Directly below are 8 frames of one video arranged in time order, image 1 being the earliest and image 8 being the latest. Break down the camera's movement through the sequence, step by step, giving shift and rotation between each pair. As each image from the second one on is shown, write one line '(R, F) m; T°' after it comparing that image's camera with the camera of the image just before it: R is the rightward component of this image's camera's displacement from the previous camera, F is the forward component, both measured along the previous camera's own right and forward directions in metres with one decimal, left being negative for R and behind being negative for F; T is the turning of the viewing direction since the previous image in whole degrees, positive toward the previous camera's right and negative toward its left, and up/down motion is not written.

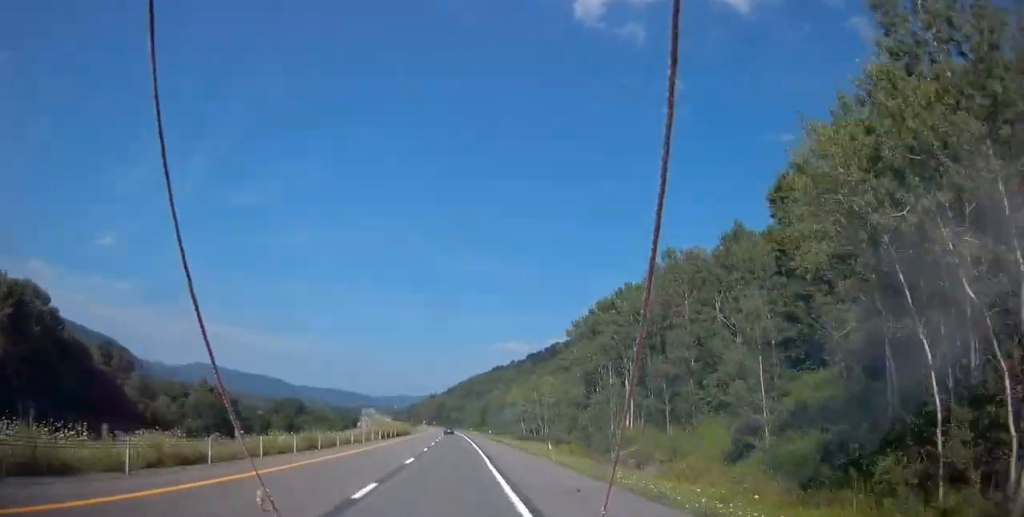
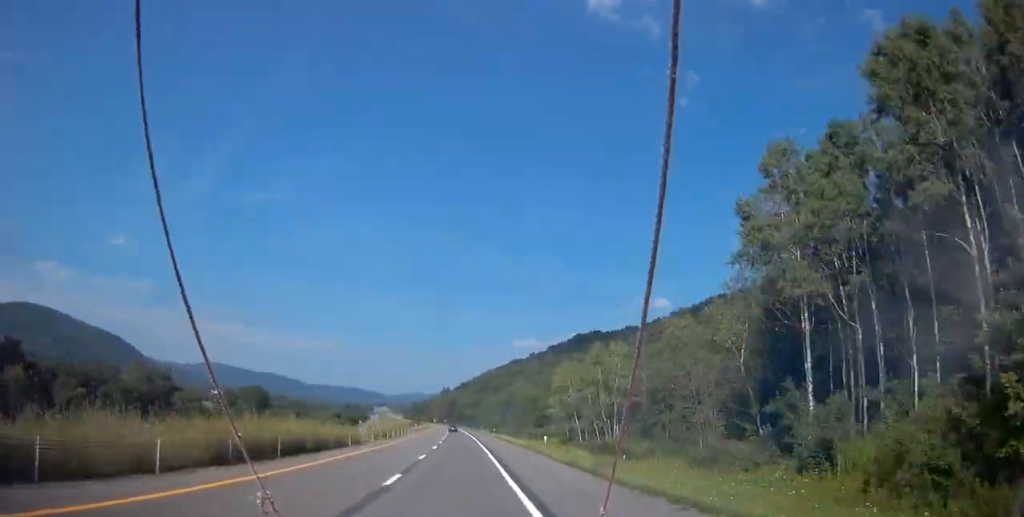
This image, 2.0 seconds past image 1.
(-1.0, +57.3) m; -1°
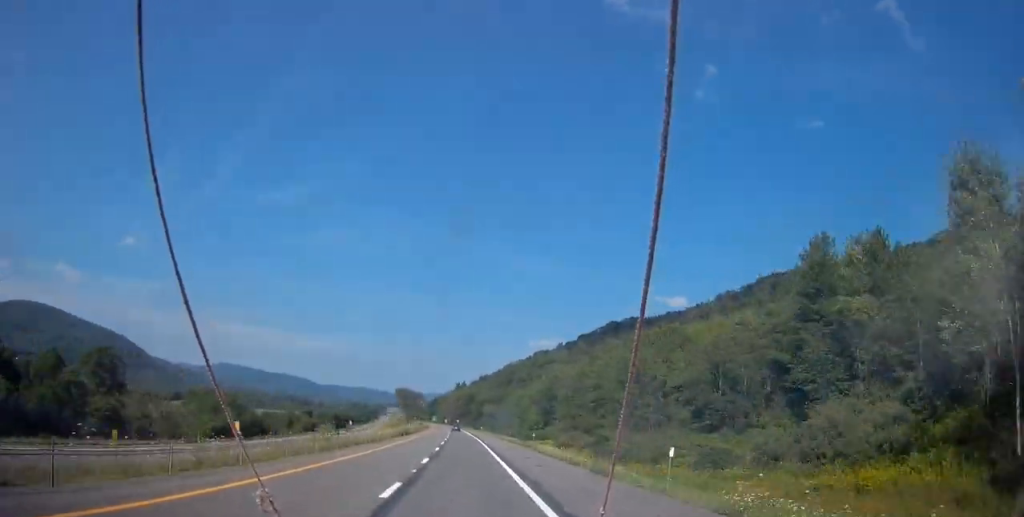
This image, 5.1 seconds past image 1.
(-1.2, +87.8) m; -2°
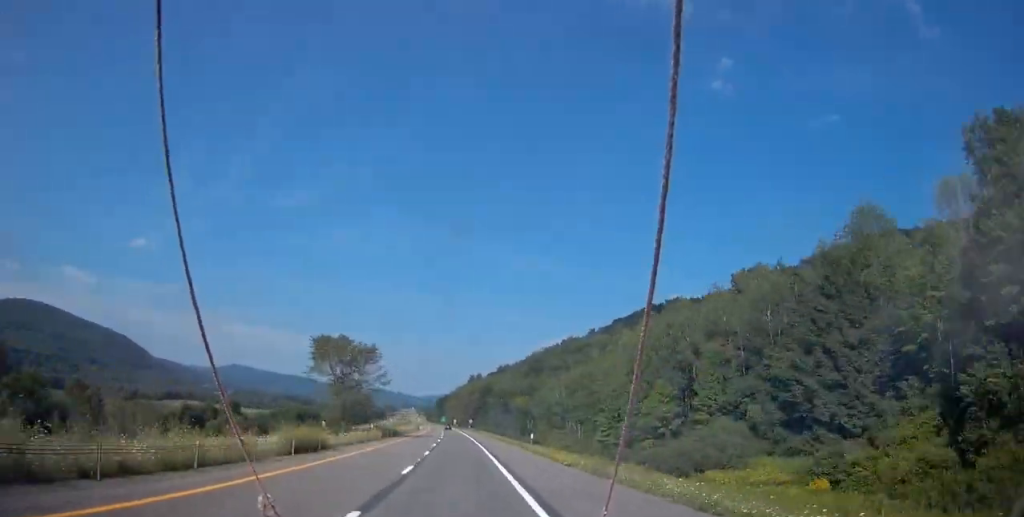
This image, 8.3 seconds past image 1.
(-1.2, +91.4) m; -2°
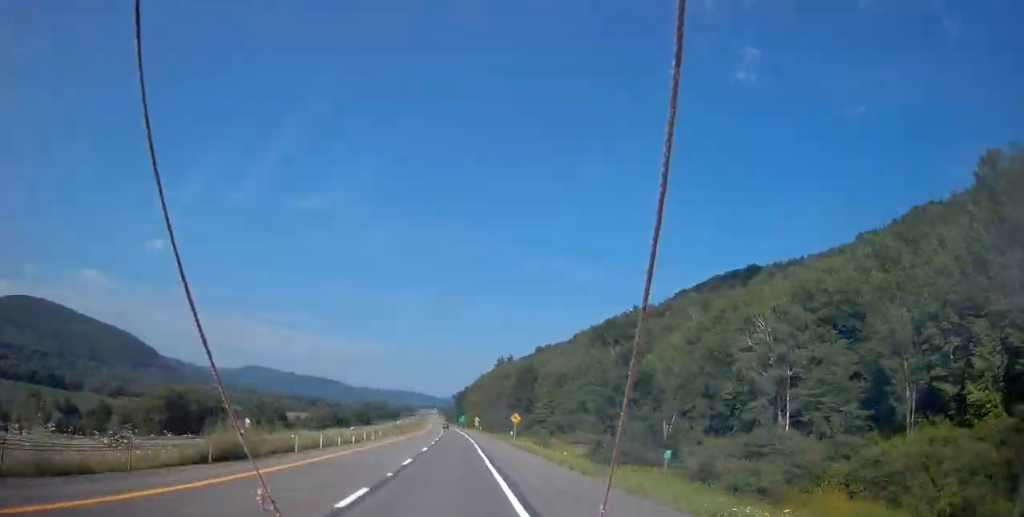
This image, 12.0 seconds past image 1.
(-1.7, +106.2) m; -2°
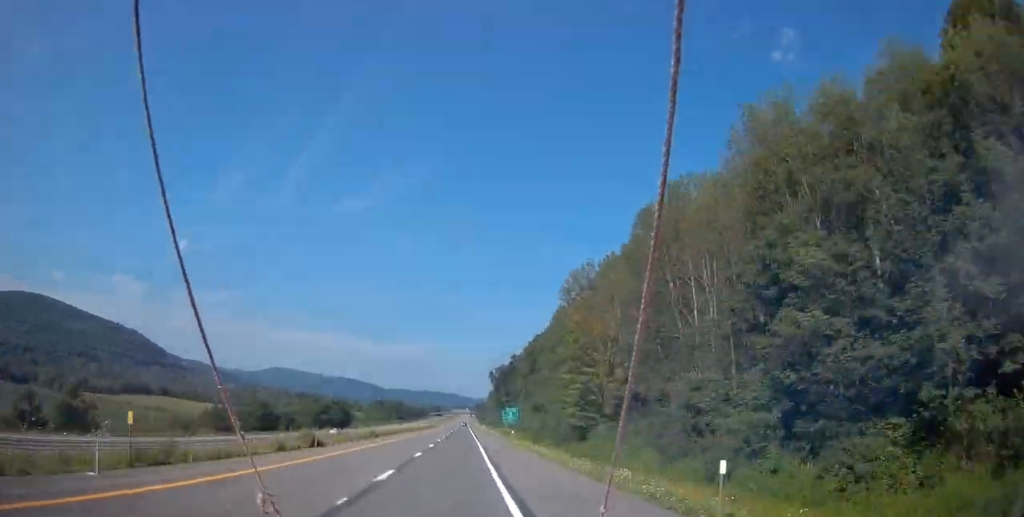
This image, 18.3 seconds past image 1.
(-5.8, +178.1) m; -2°
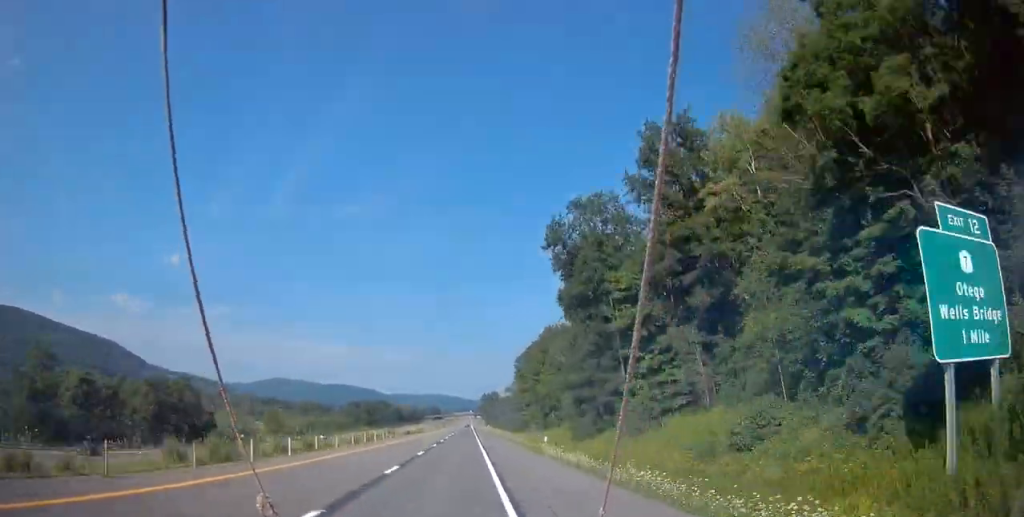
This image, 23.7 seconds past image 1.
(-1.0, +155.2) m; -1°
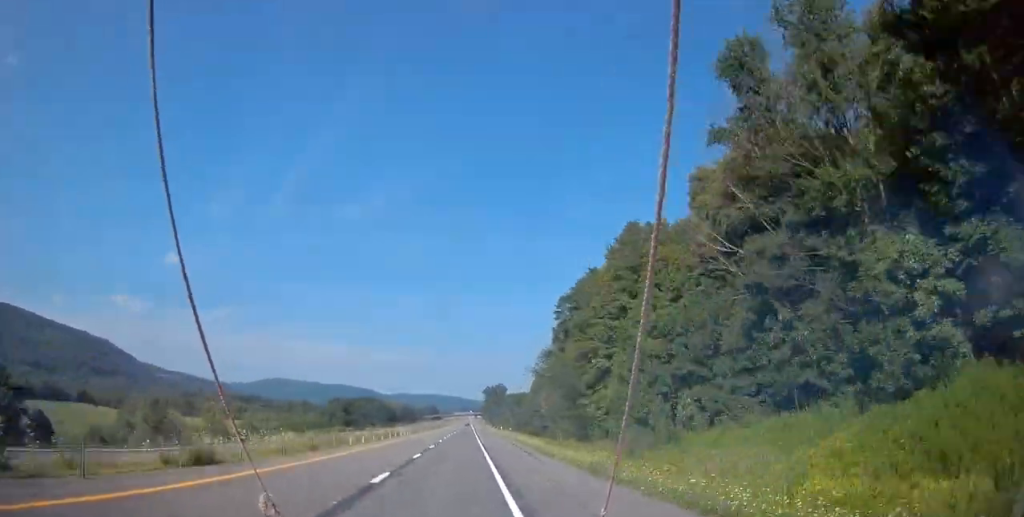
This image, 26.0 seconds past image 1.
(-0.1, +64.2) m; 0°
